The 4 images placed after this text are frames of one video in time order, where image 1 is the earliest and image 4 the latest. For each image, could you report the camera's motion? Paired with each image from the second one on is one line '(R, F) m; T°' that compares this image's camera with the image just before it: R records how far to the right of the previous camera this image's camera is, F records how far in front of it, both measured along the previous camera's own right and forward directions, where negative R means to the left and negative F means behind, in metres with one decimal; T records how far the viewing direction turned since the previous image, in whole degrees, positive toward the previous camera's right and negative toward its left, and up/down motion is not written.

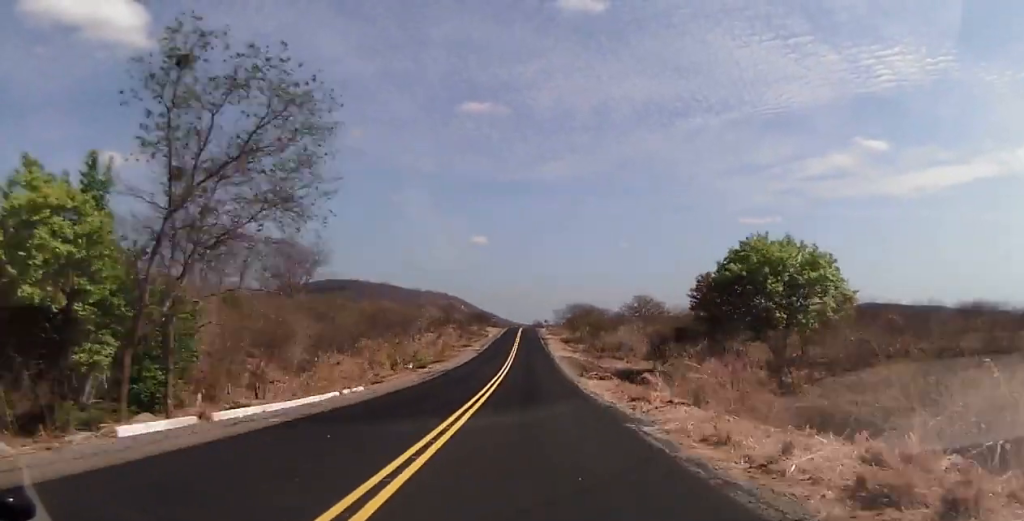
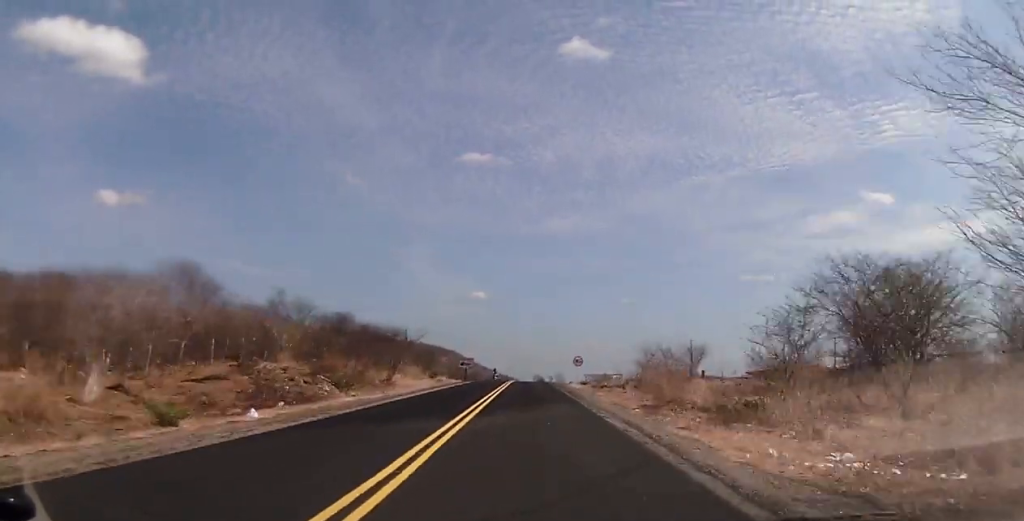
(-0.6, +97.4) m; -1°
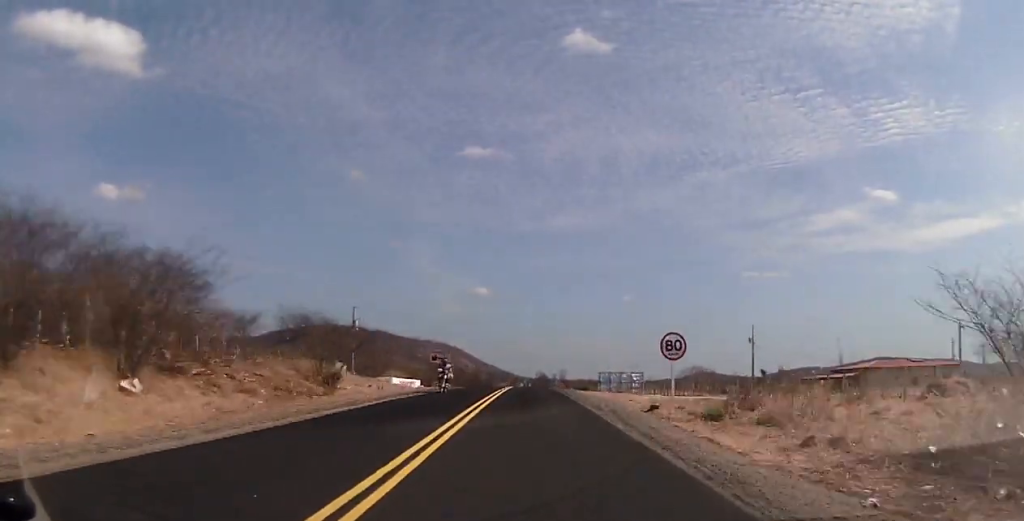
(0.0, +37.1) m; 0°
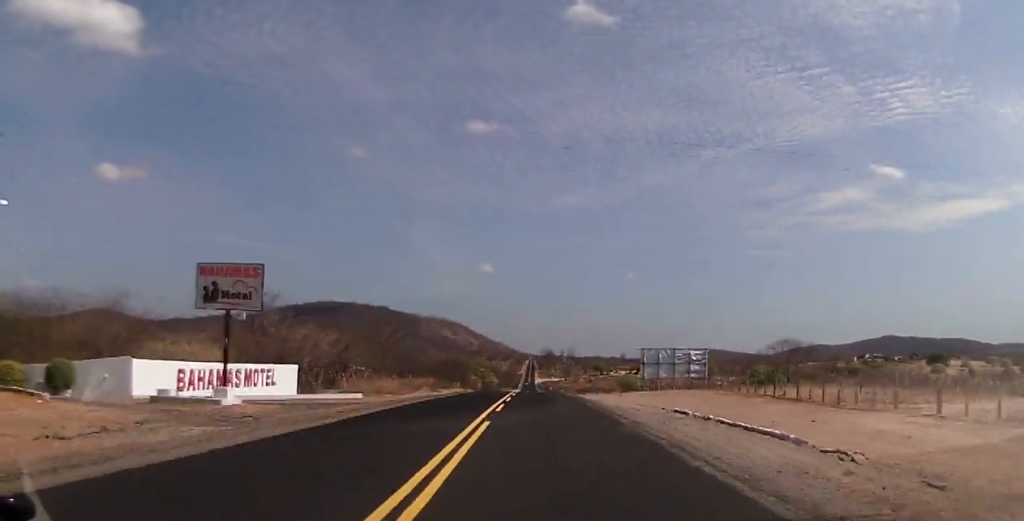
(+0.3, +61.1) m; 0°
